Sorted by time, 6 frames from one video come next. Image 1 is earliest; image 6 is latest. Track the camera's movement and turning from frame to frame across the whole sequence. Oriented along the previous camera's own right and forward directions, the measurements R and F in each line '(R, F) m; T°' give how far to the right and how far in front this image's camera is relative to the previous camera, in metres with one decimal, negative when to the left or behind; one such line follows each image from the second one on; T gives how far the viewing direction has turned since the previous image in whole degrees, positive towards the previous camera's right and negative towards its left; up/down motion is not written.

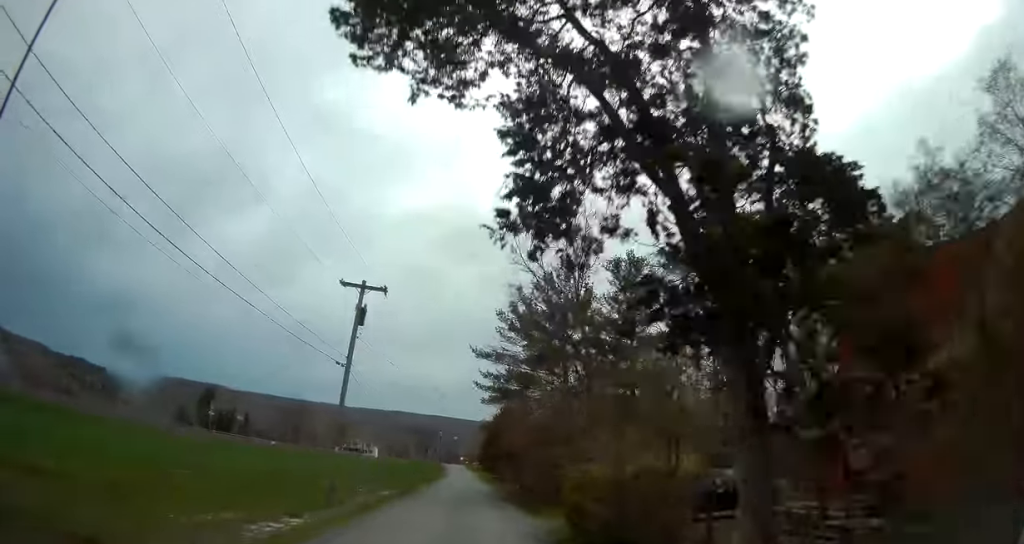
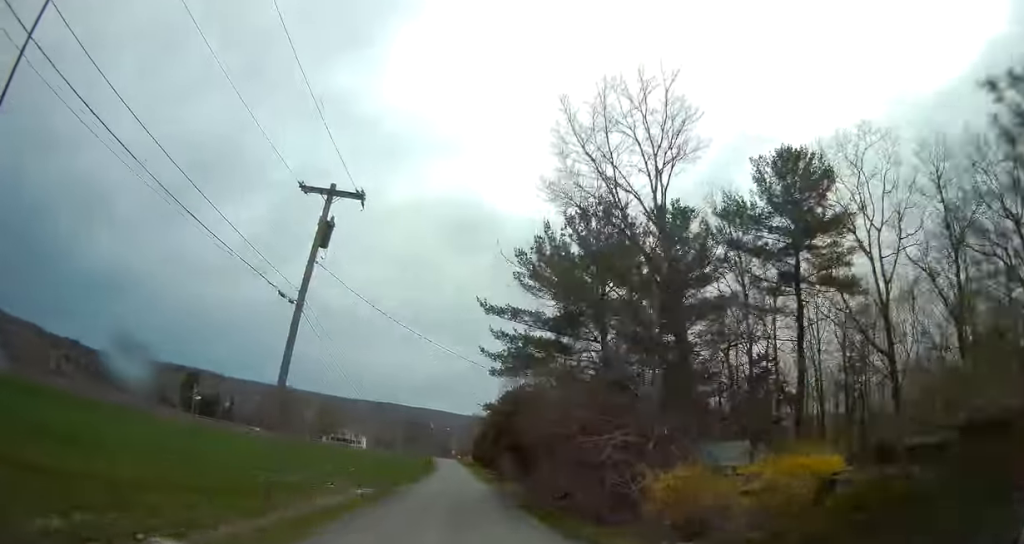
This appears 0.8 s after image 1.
(0.0, +10.0) m; +1°
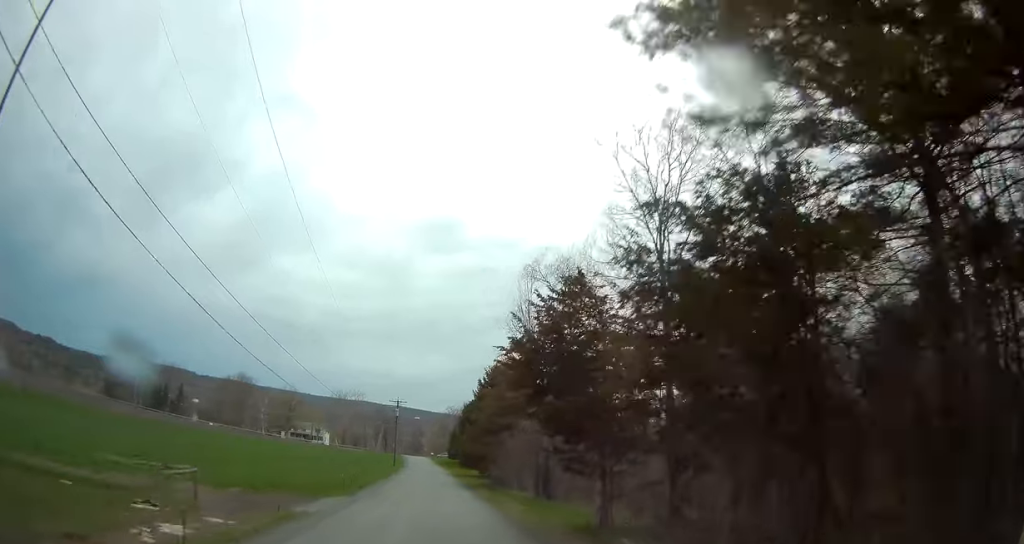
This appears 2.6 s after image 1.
(+0.7, +23.9) m; +3°
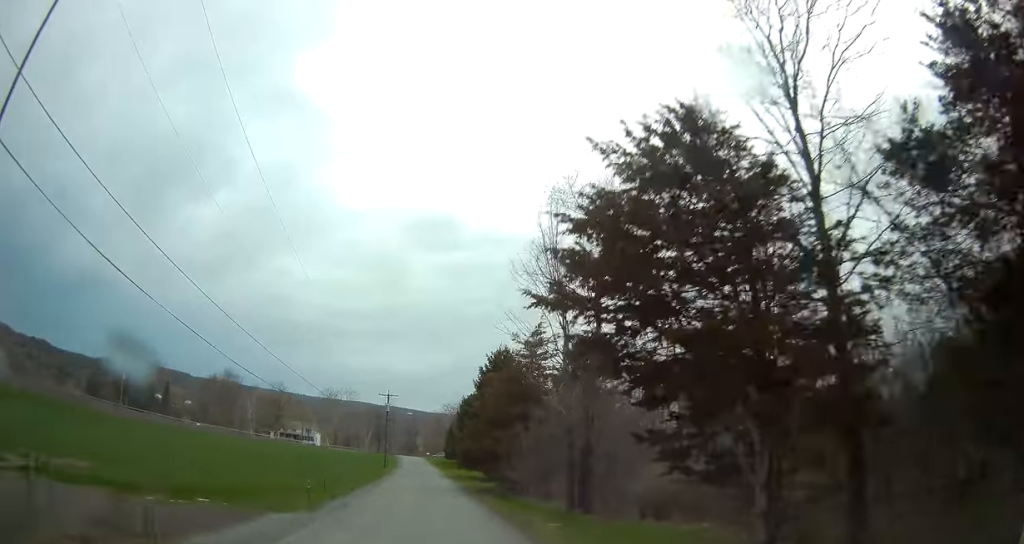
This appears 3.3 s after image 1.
(+0.1, +8.8) m; -1°
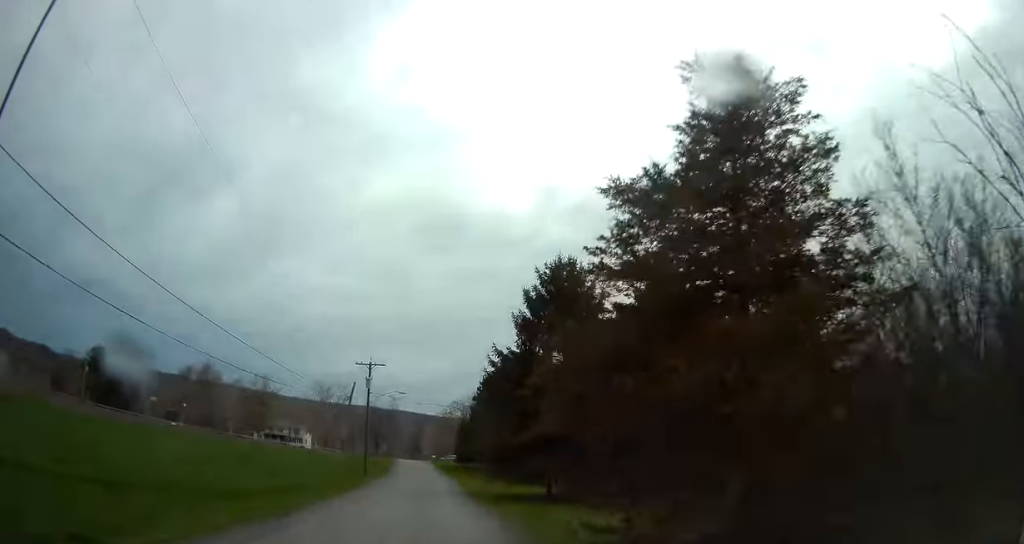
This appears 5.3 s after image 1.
(-0.1, +26.2) m; -2°
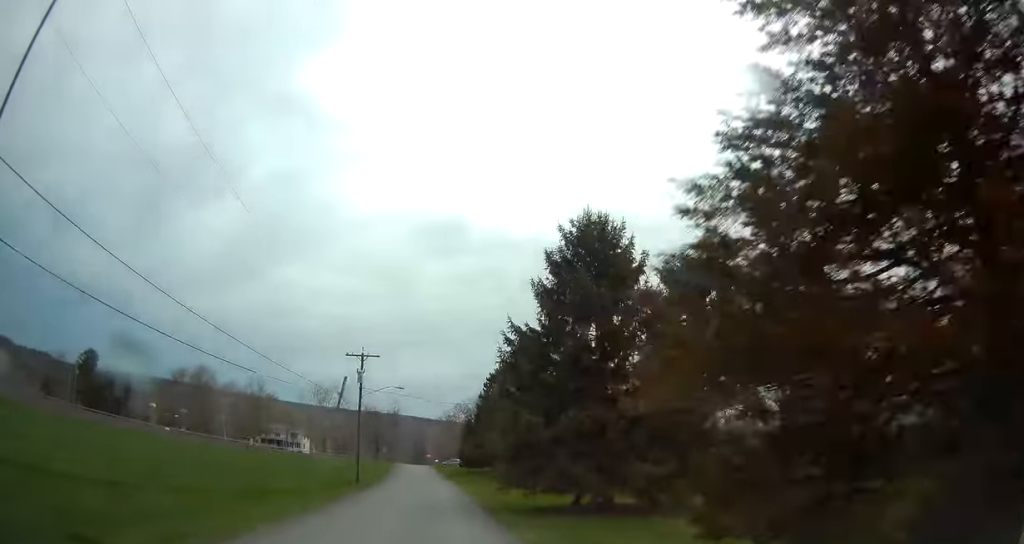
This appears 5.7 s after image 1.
(-0.1, +6.1) m; -1°
